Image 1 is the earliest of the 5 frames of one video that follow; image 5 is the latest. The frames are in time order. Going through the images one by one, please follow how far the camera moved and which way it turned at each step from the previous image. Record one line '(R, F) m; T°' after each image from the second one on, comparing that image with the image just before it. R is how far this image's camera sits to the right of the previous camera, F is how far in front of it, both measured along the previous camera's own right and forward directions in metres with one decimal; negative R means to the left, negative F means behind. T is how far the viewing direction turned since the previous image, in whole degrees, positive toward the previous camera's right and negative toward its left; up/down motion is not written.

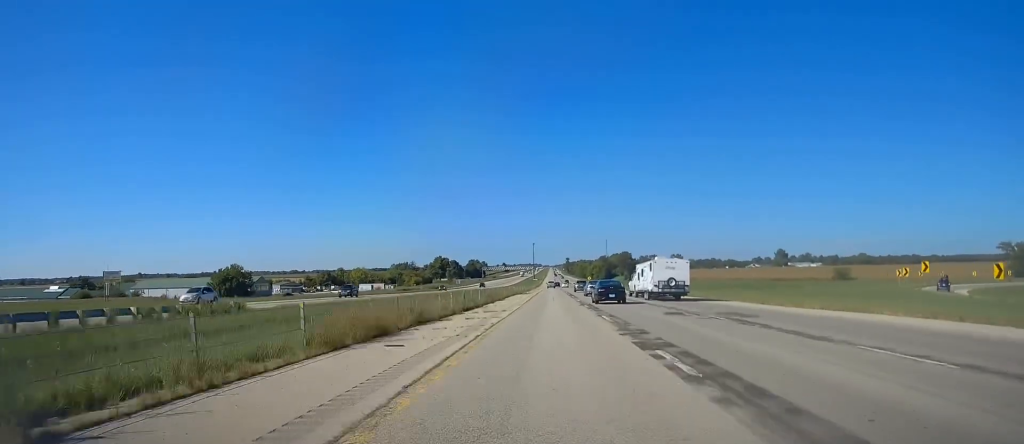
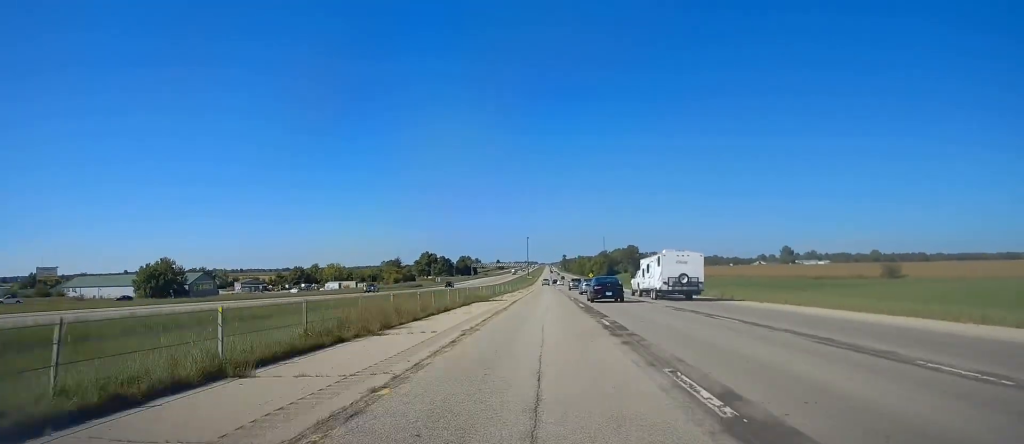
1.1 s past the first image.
(0.0, +40.1) m; 0°
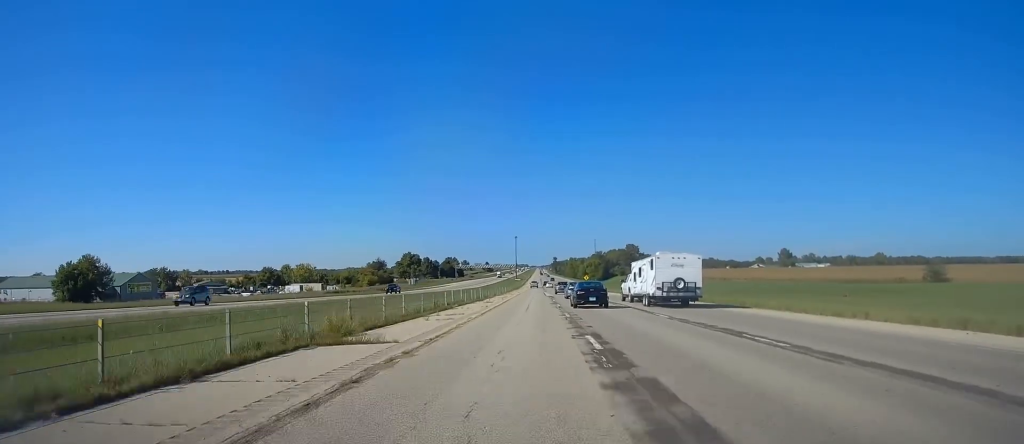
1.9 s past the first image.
(0.0, +30.5) m; 0°
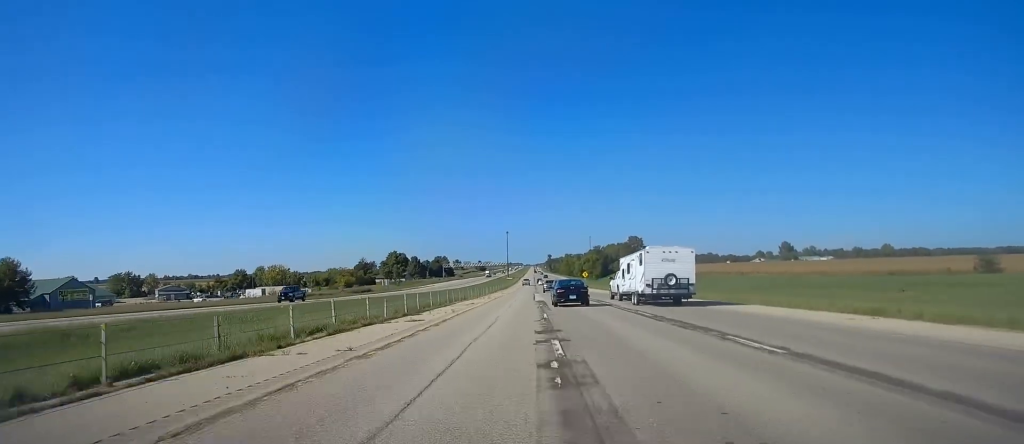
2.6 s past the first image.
(-0.1, +26.4) m; +1°
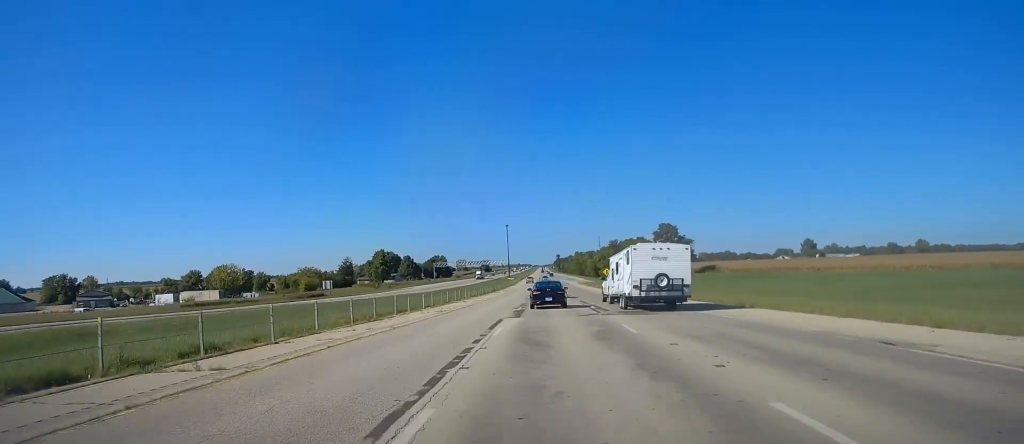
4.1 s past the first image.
(+0.4, +52.6) m; 0°
